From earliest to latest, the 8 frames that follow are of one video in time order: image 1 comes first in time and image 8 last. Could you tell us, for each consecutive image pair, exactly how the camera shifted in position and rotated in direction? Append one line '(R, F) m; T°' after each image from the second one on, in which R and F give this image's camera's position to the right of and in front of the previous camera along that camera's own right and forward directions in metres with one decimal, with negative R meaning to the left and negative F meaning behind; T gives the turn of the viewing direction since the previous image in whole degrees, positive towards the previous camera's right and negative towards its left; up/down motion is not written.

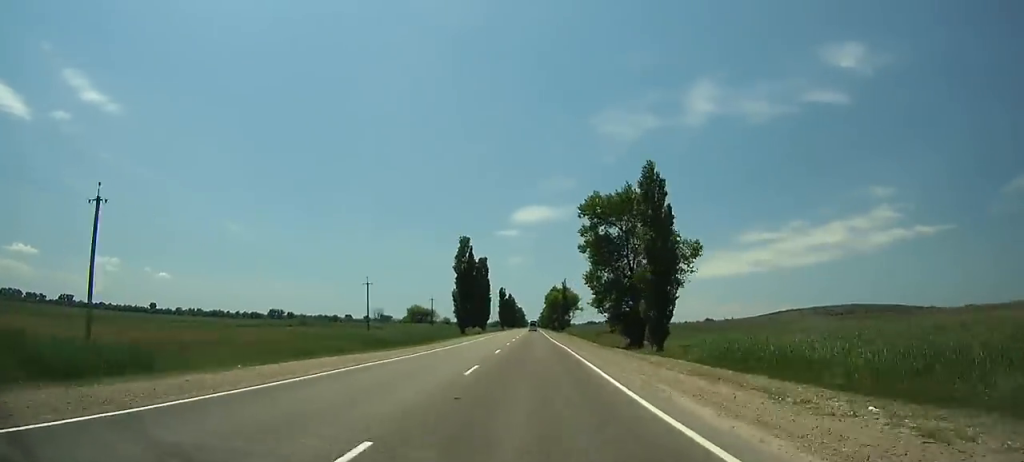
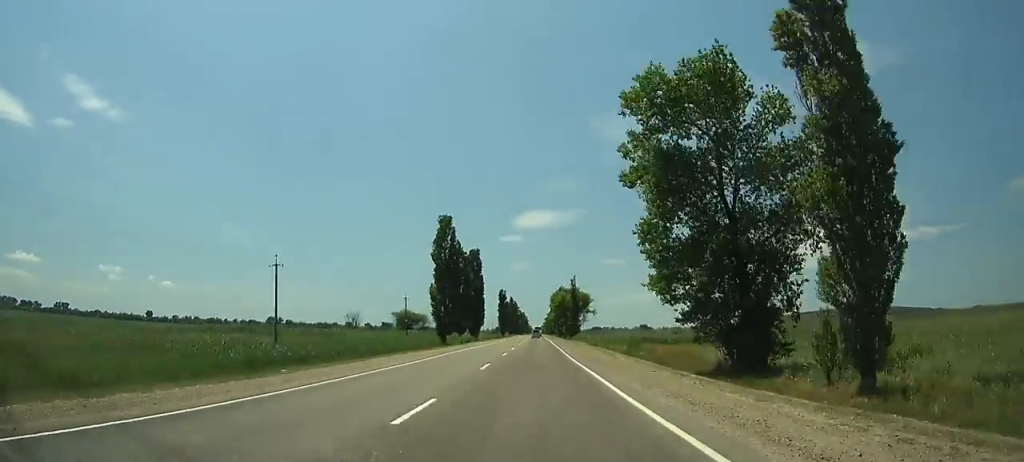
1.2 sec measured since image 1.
(0.0, +31.6) m; 0°
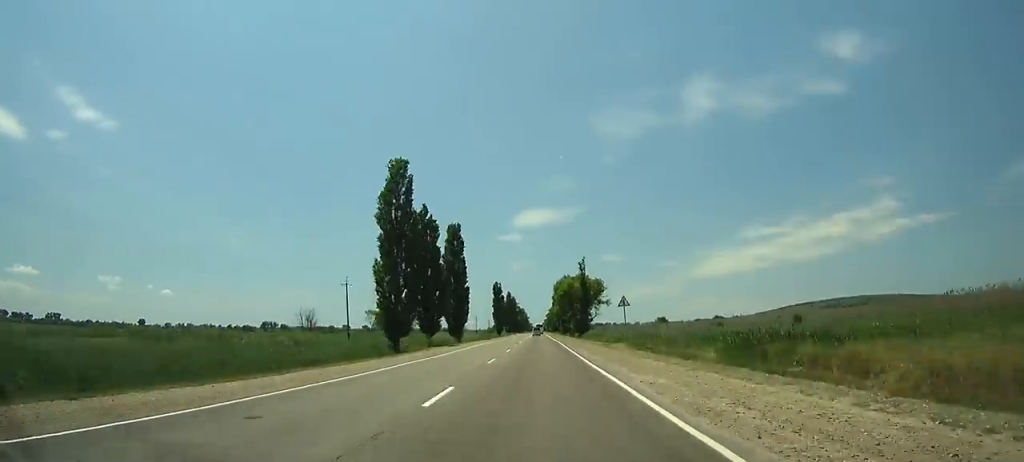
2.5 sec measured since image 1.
(0.0, +34.3) m; 0°
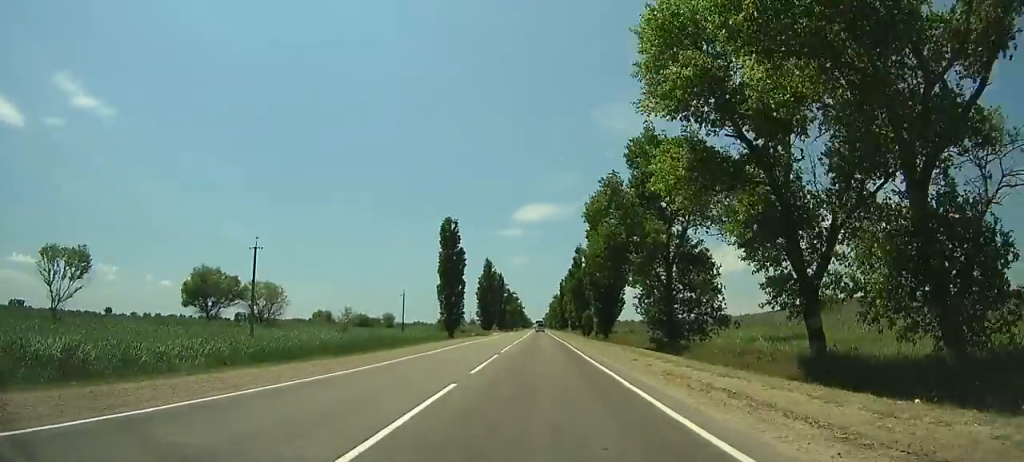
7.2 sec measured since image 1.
(+0.4, +125.9) m; 0°
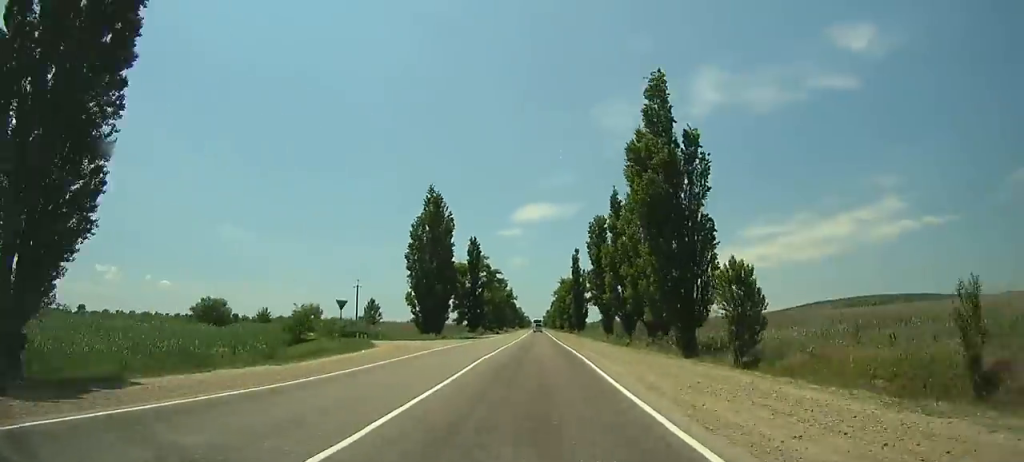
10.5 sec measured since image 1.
(0.0, +89.5) m; 0°
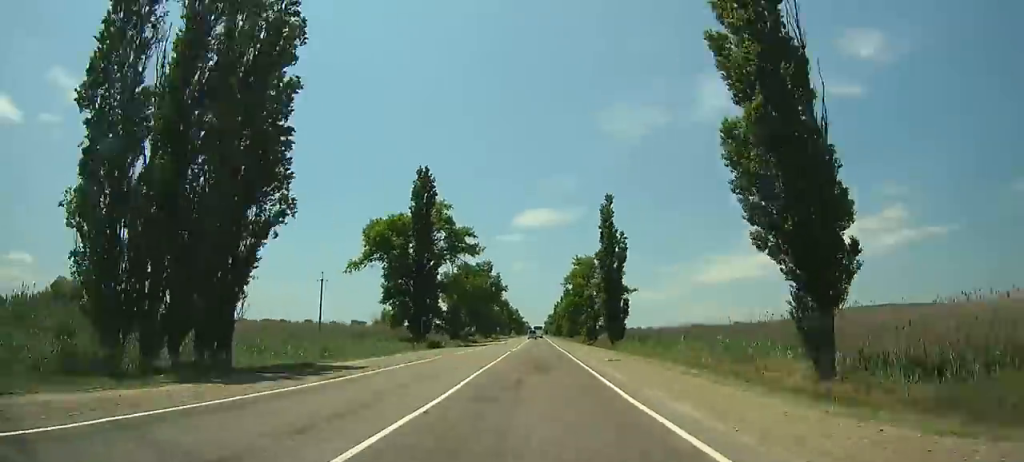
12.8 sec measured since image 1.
(-0.3, +62.6) m; 0°
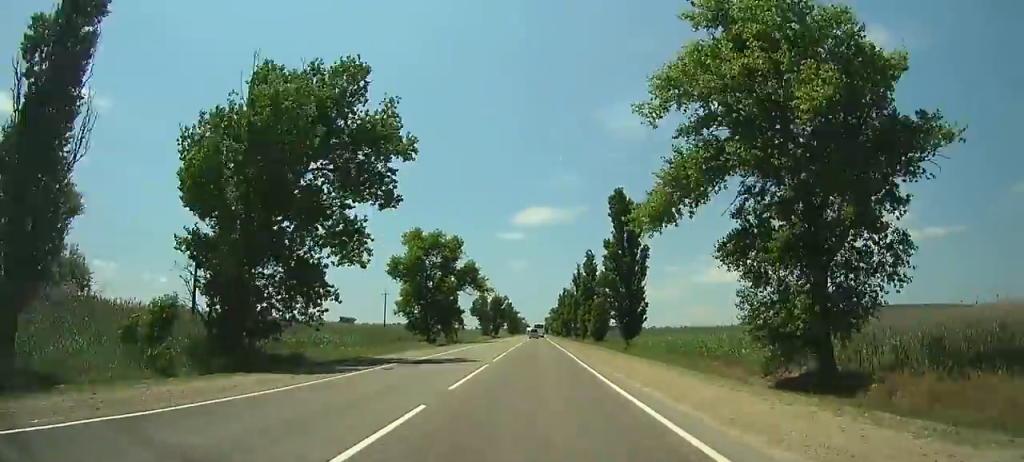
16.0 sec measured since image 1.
(-0.1, +87.4) m; 0°
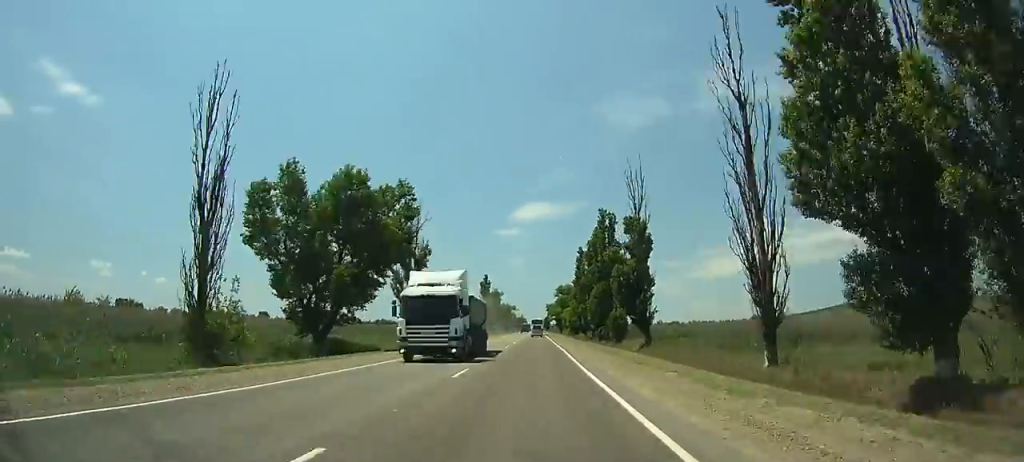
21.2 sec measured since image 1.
(+0.5, +141.4) m; 0°
